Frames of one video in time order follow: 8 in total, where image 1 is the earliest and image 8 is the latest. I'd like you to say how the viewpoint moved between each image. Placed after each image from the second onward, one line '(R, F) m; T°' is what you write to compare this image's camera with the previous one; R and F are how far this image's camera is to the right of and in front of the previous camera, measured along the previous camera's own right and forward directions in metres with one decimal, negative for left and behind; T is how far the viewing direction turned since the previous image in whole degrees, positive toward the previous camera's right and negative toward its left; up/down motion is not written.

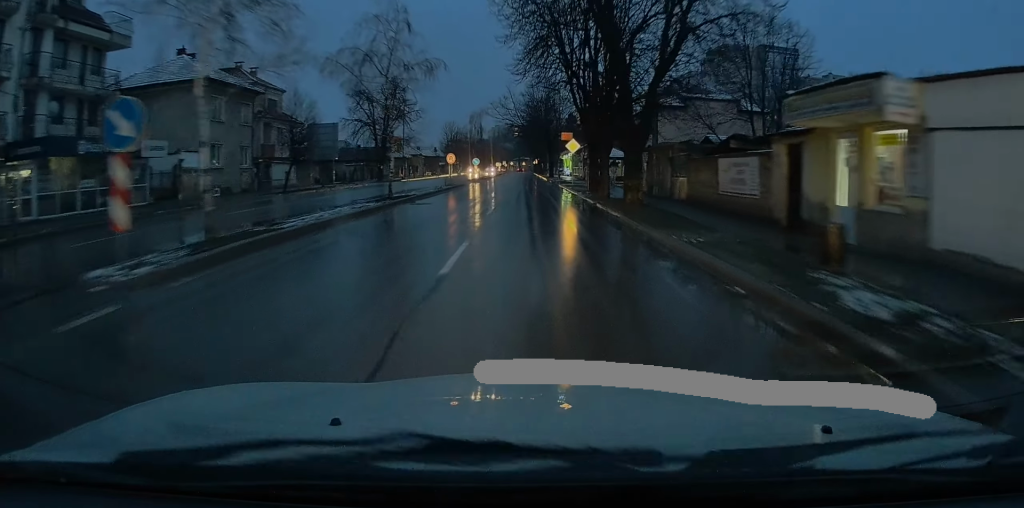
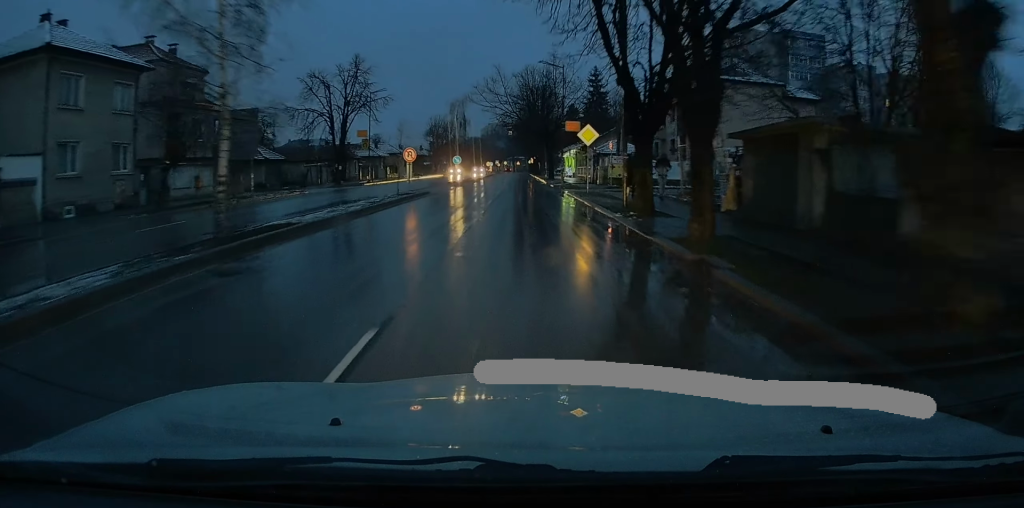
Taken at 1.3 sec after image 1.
(0.0, +14.4) m; 0°
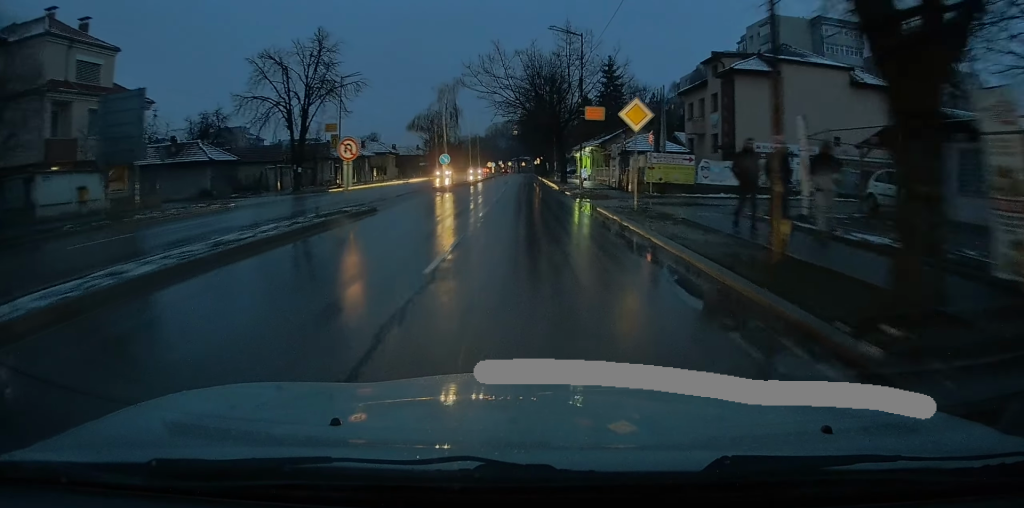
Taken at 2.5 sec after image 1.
(0.0, +11.9) m; -1°
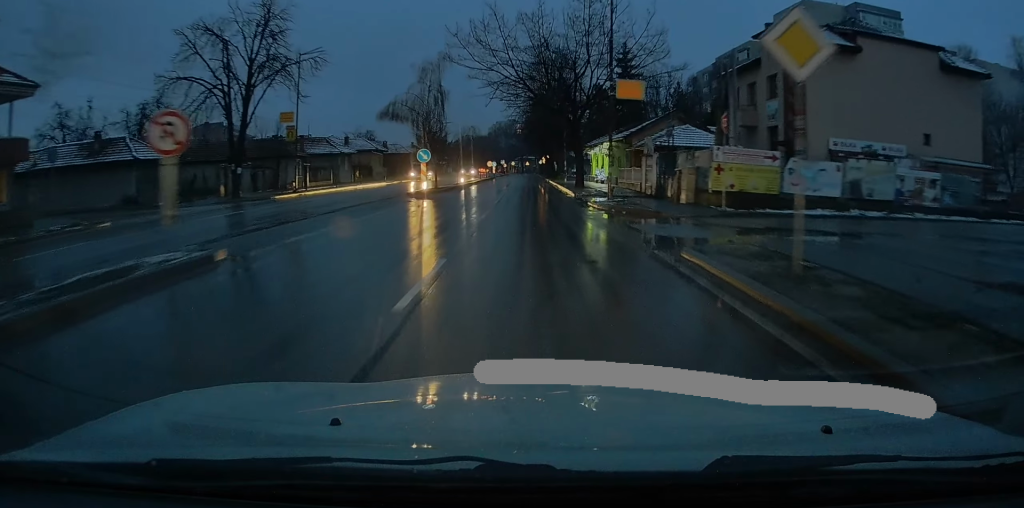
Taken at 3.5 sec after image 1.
(-0.2, +10.8) m; 0°
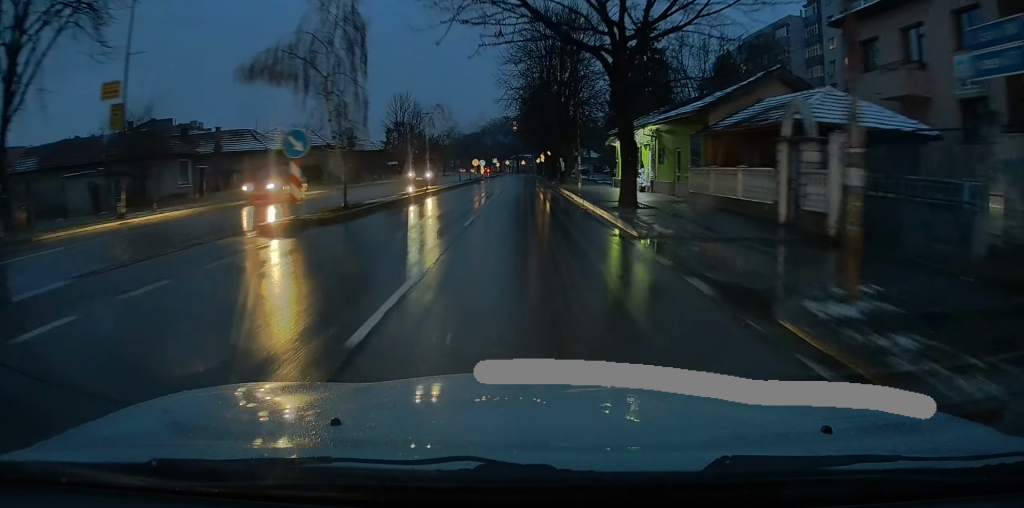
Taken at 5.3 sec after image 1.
(+0.5, +18.6) m; +2°
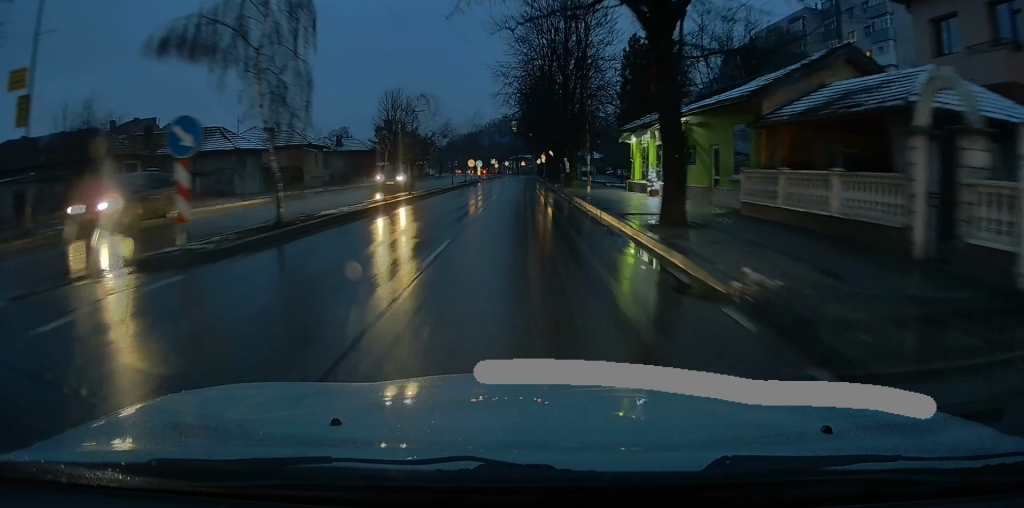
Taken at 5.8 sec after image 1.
(0.0, +5.5) m; 0°
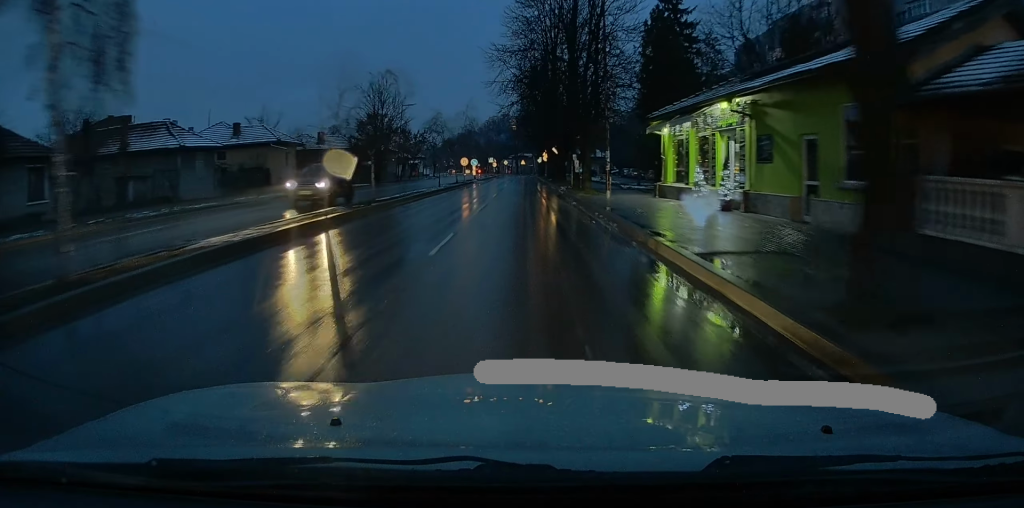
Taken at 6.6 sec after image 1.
(-0.1, +7.7) m; 0°
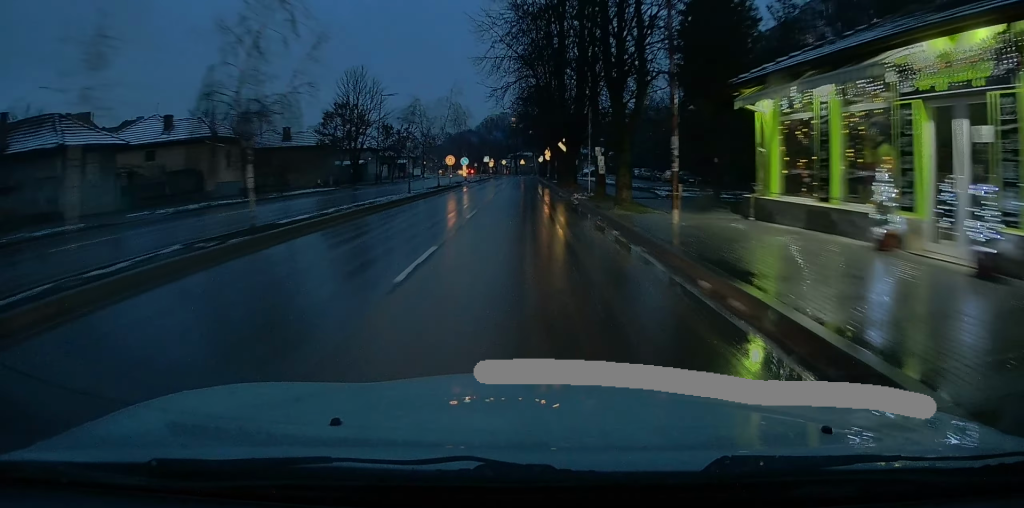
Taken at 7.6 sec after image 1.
(+0.1, +11.1) m; -1°
